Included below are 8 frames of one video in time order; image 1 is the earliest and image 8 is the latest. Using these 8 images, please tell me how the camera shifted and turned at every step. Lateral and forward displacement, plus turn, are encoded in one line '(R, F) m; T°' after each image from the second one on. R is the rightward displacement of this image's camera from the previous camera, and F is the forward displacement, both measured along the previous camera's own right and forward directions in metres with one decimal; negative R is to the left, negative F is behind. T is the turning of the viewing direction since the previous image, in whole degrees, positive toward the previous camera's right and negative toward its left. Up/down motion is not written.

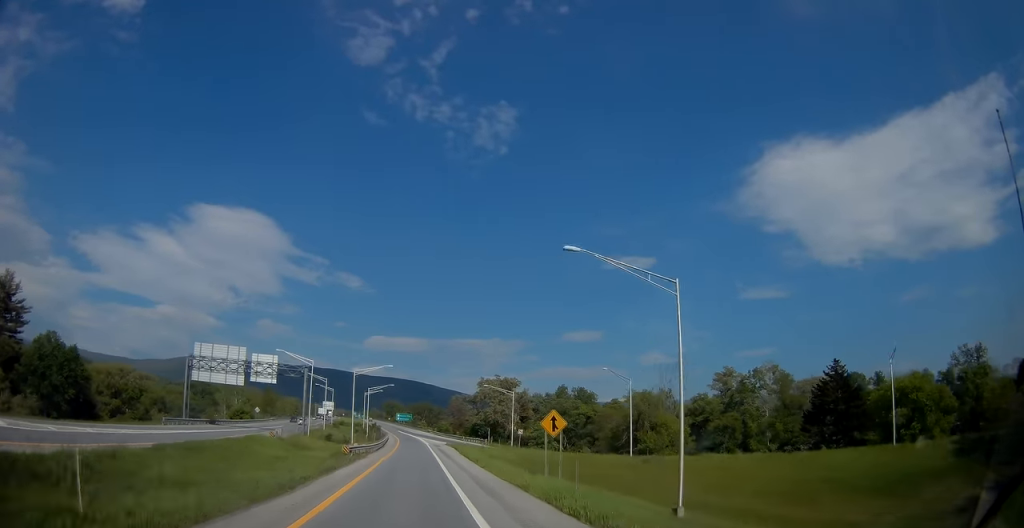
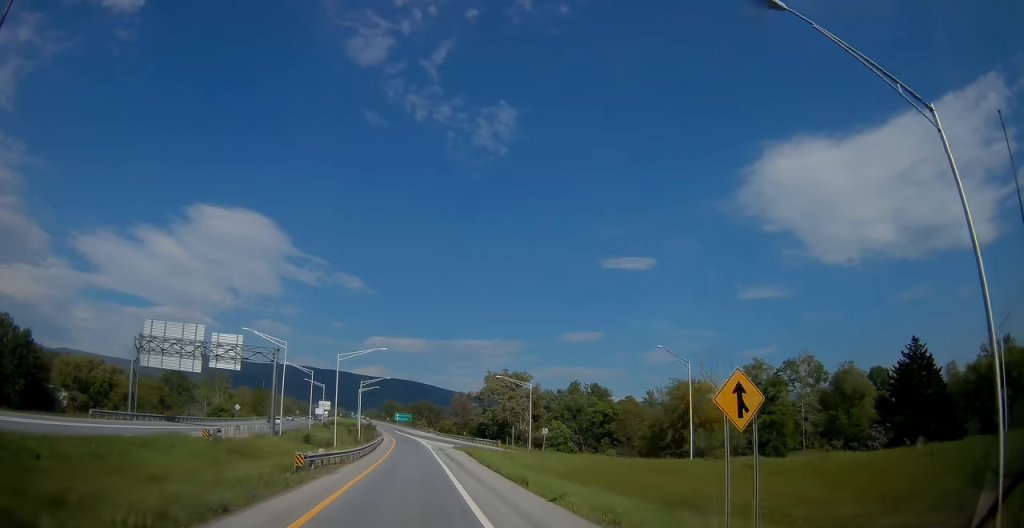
(0.0, +15.6) m; -1°
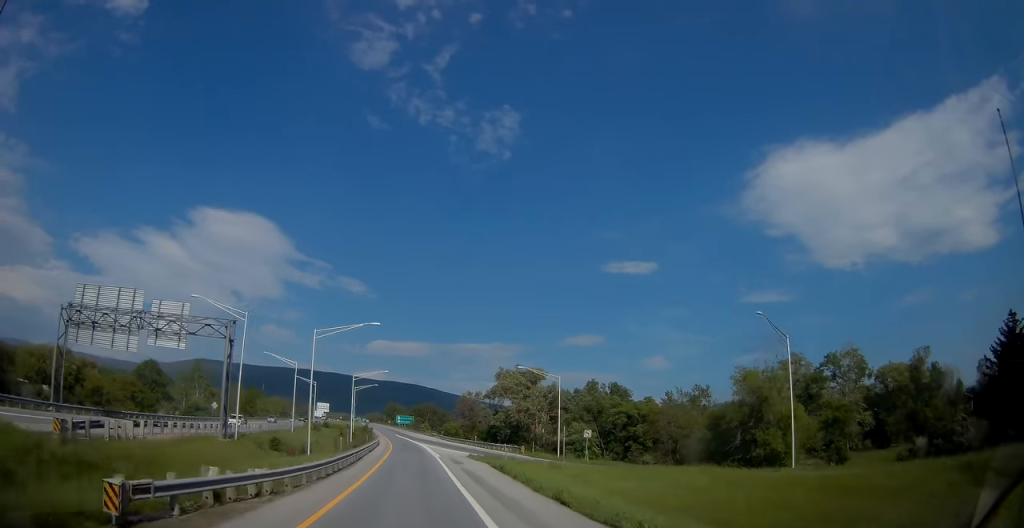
(-0.3, +15.5) m; 0°
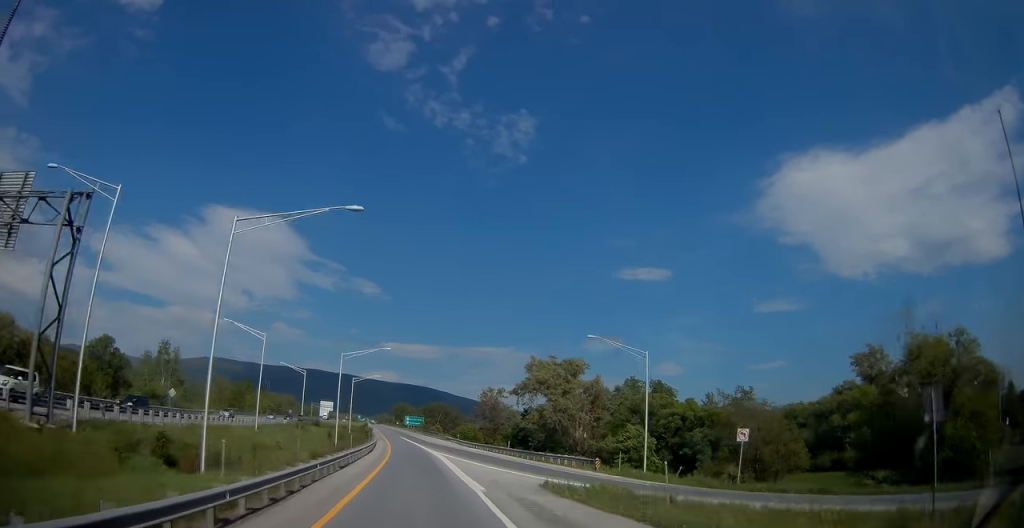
(+0.2, +23.5) m; 0°
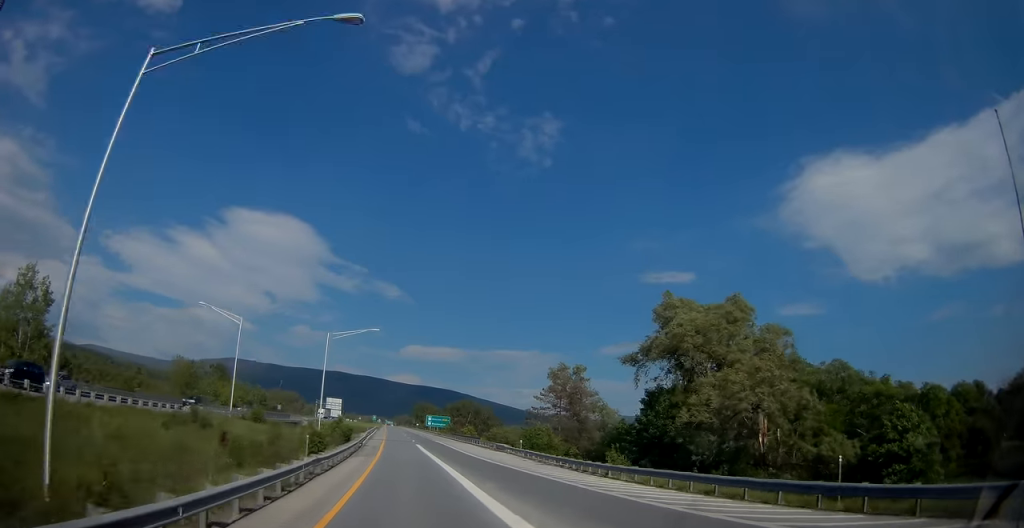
(-0.6, +50.3) m; -2°
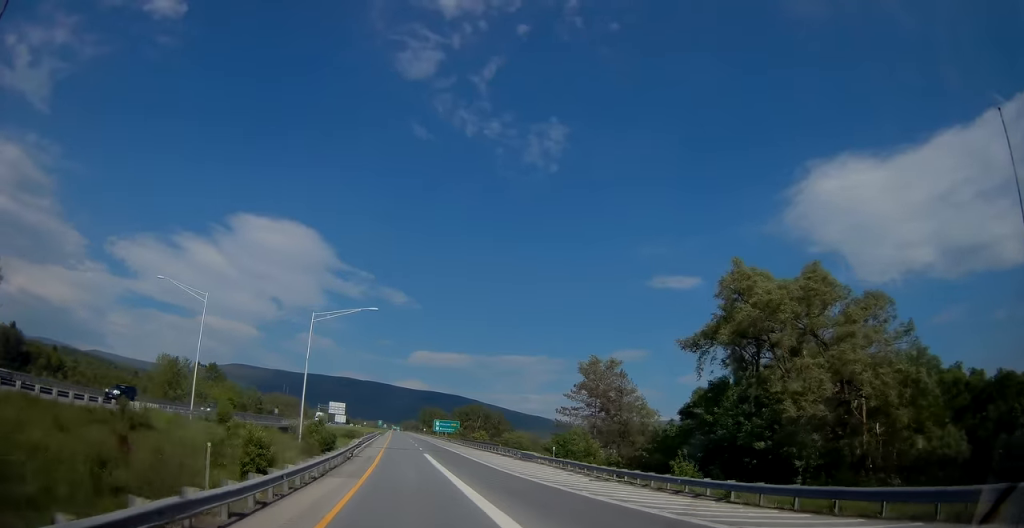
(-0.1, +12.2) m; -1°
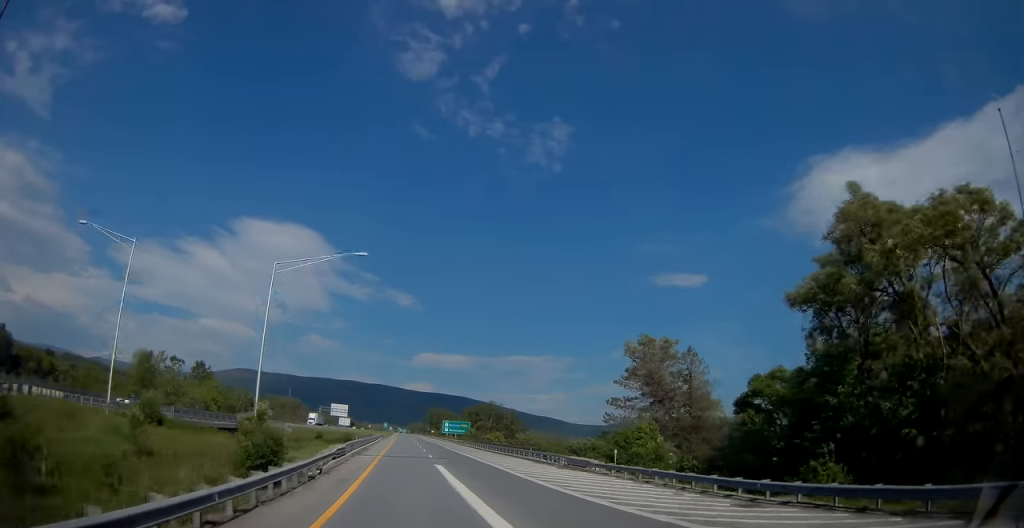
(-0.1, +14.6) m; -1°
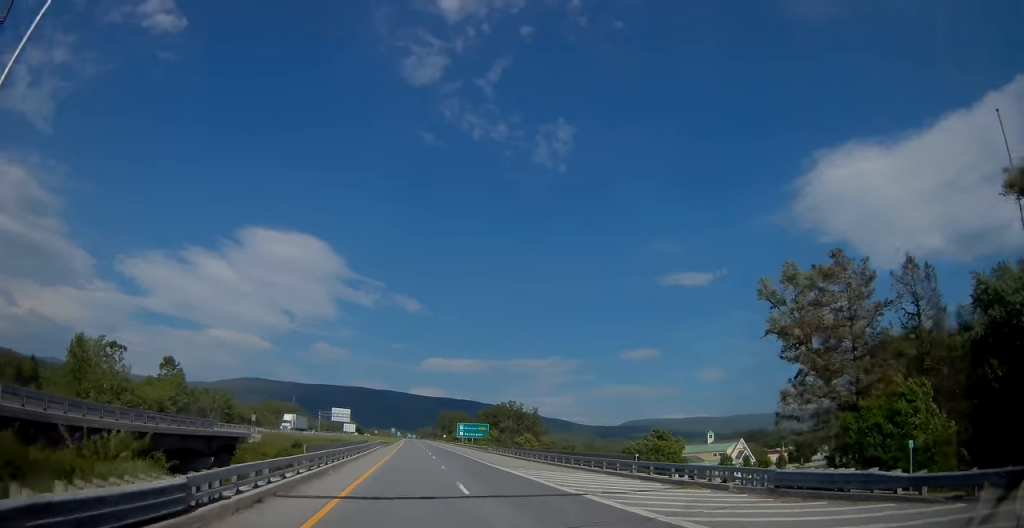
(-0.4, +24.1) m; 0°
